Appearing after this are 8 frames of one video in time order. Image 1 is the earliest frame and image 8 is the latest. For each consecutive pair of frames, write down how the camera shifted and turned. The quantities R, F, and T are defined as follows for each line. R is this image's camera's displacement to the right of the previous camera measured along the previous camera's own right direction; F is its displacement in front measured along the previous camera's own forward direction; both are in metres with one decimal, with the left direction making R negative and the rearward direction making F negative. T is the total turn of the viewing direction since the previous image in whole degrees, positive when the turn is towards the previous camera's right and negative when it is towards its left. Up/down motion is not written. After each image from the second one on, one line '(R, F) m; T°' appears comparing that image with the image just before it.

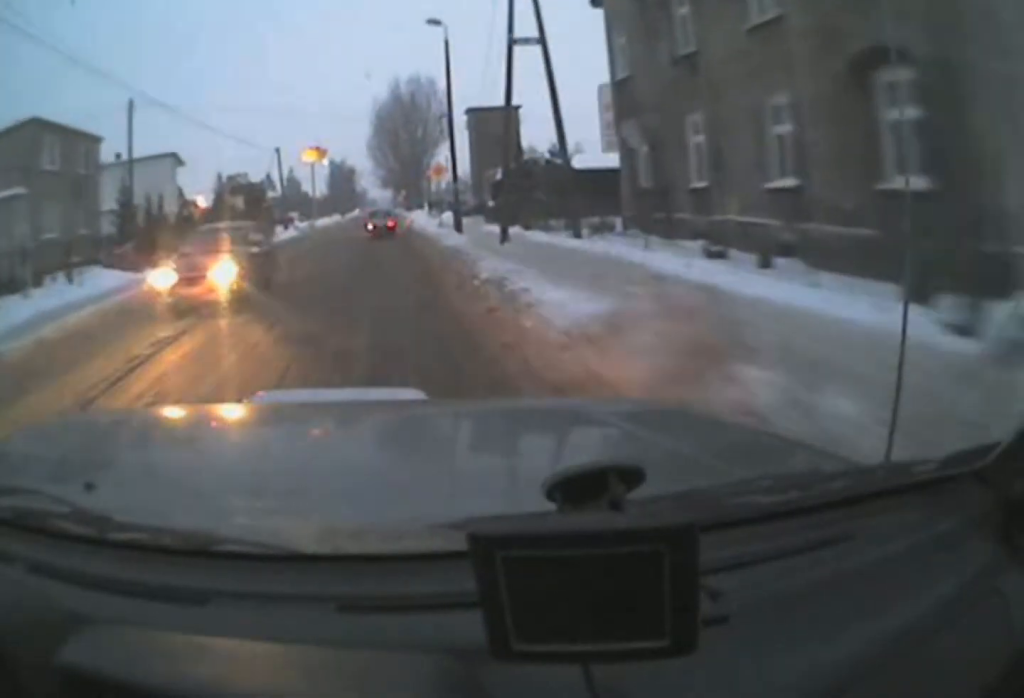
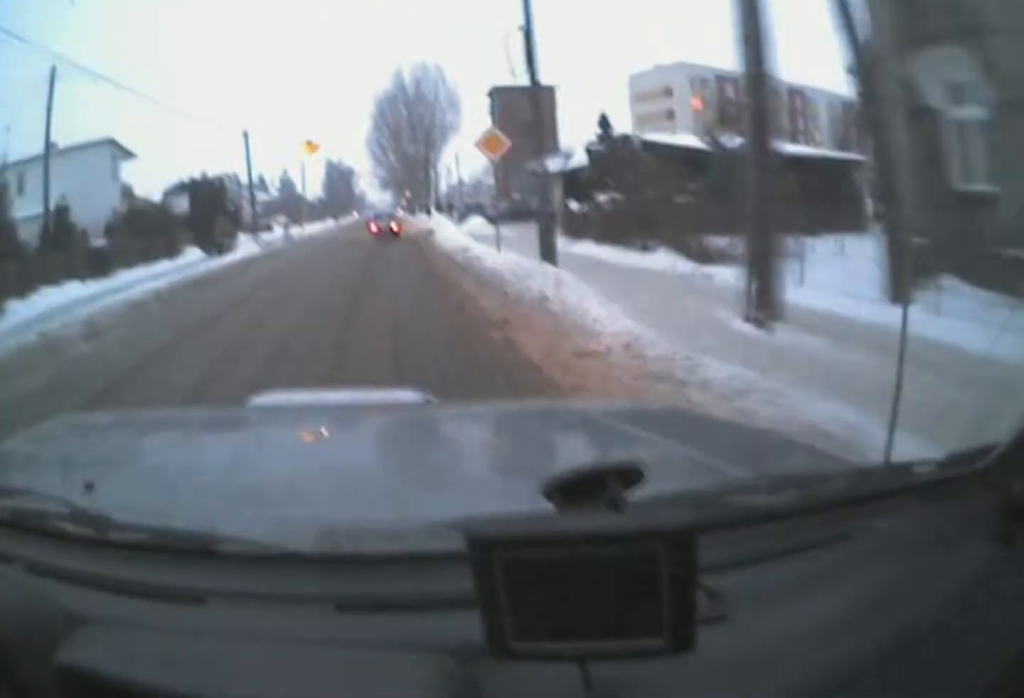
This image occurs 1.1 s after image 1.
(-0.6, +11.2) m; -3°
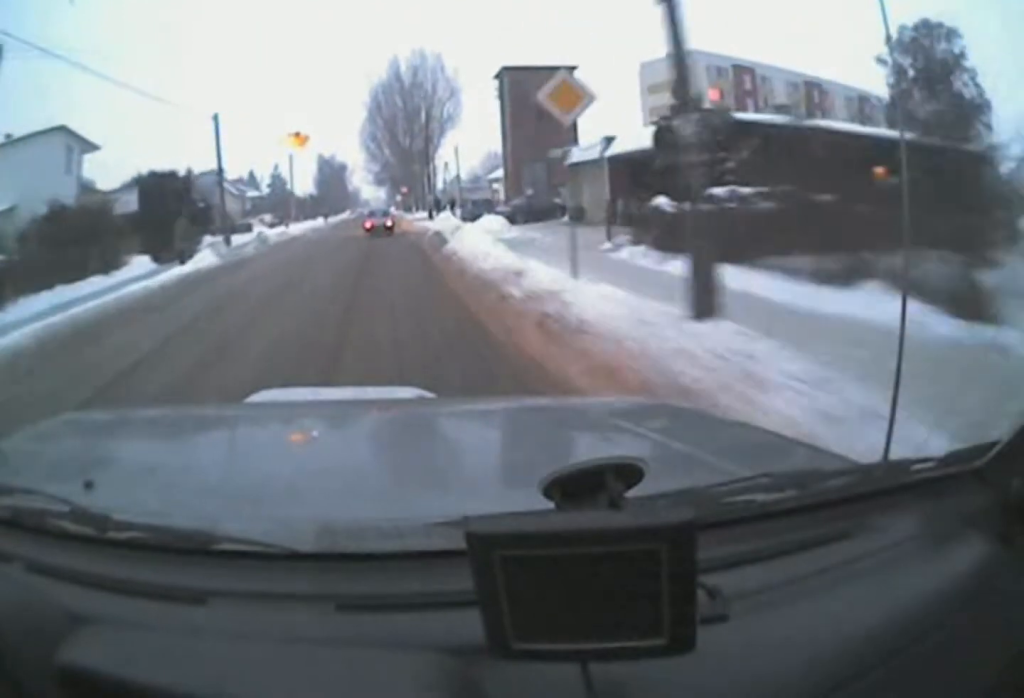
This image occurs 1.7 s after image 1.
(-0.2, +5.7) m; +1°
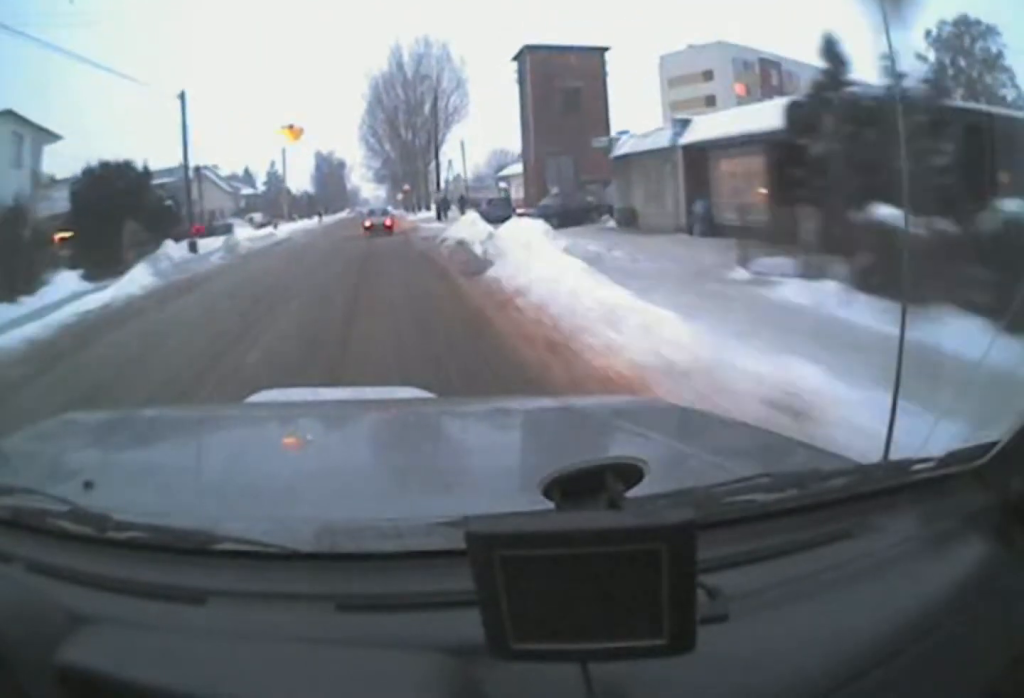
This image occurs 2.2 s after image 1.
(+0.2, +5.7) m; +1°
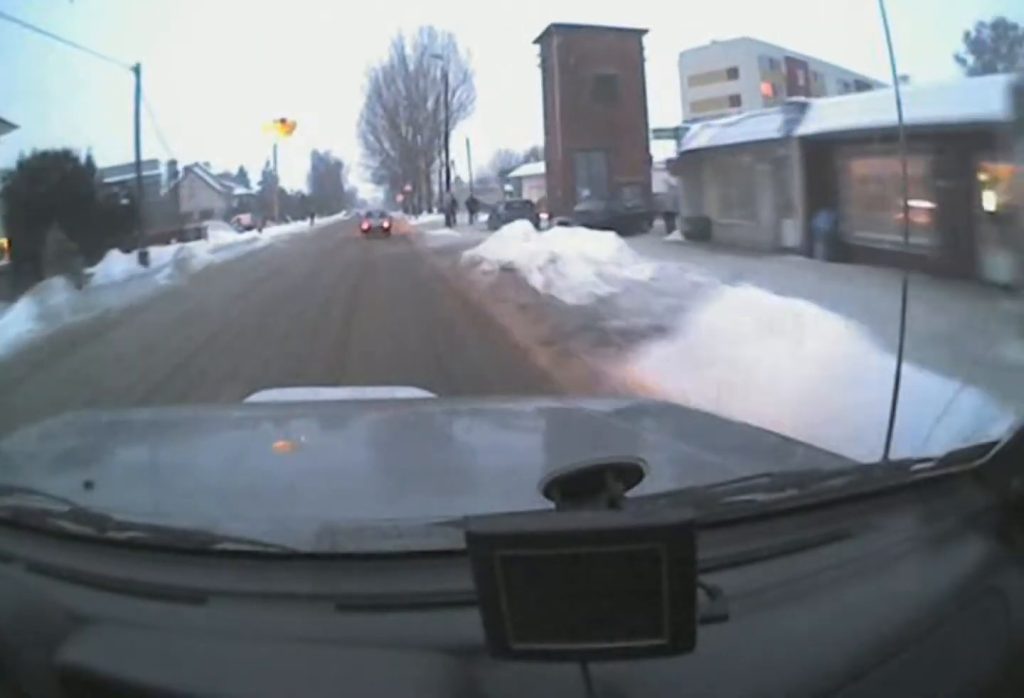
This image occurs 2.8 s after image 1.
(+0.2, +5.7) m; +1°
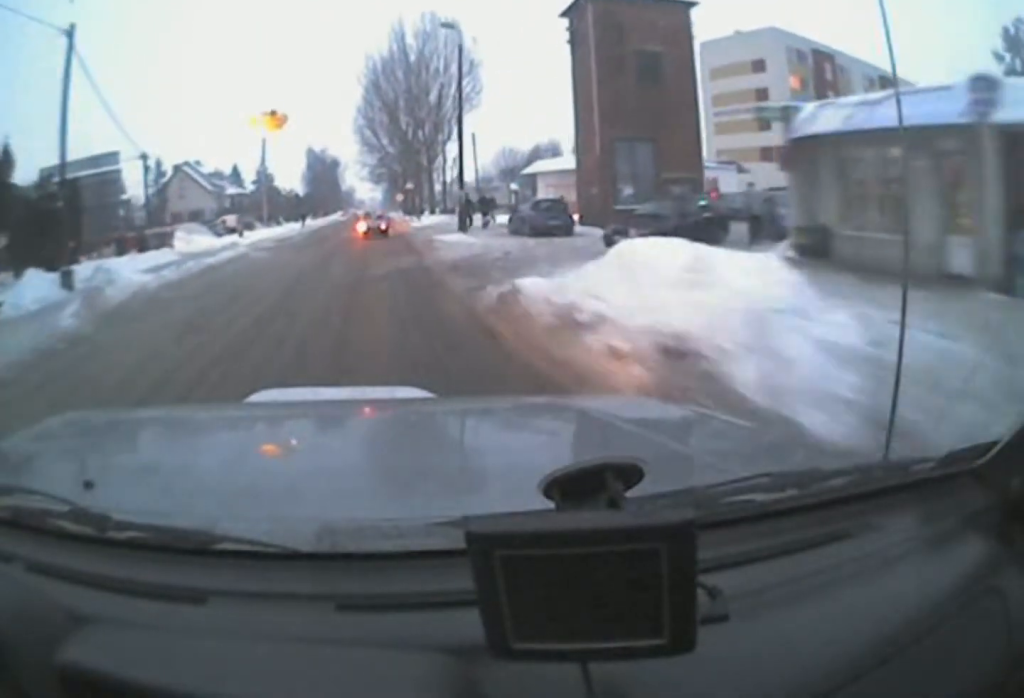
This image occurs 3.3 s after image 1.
(-0.1, +4.9) m; -1°
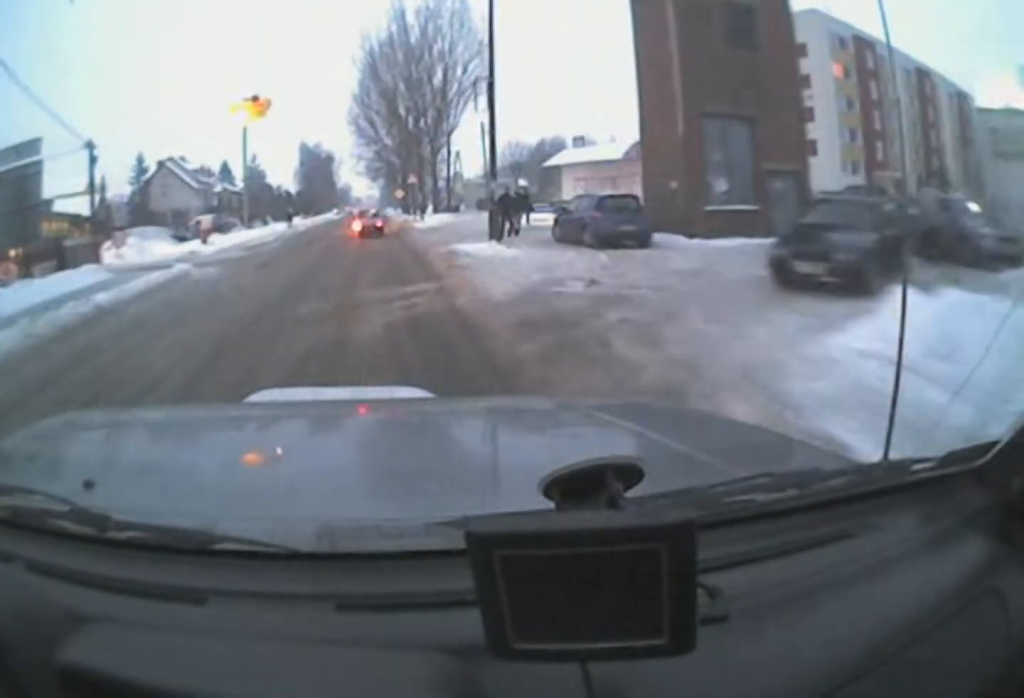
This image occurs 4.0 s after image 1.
(-0.1, +7.3) m; -1°
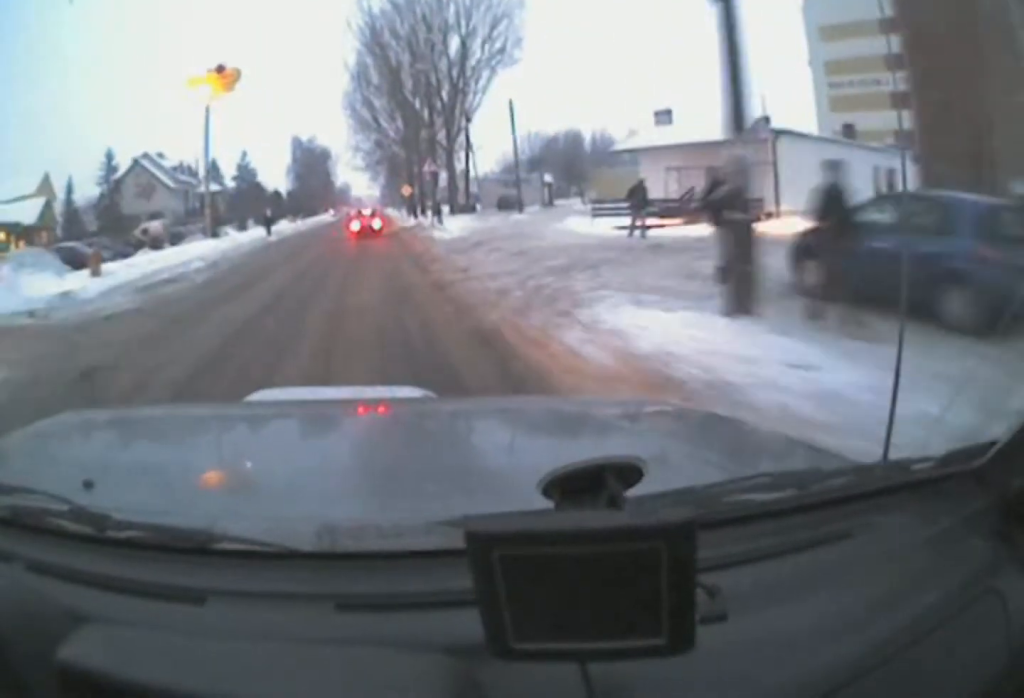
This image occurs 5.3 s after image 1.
(0.0, +13.0) m; +1°
